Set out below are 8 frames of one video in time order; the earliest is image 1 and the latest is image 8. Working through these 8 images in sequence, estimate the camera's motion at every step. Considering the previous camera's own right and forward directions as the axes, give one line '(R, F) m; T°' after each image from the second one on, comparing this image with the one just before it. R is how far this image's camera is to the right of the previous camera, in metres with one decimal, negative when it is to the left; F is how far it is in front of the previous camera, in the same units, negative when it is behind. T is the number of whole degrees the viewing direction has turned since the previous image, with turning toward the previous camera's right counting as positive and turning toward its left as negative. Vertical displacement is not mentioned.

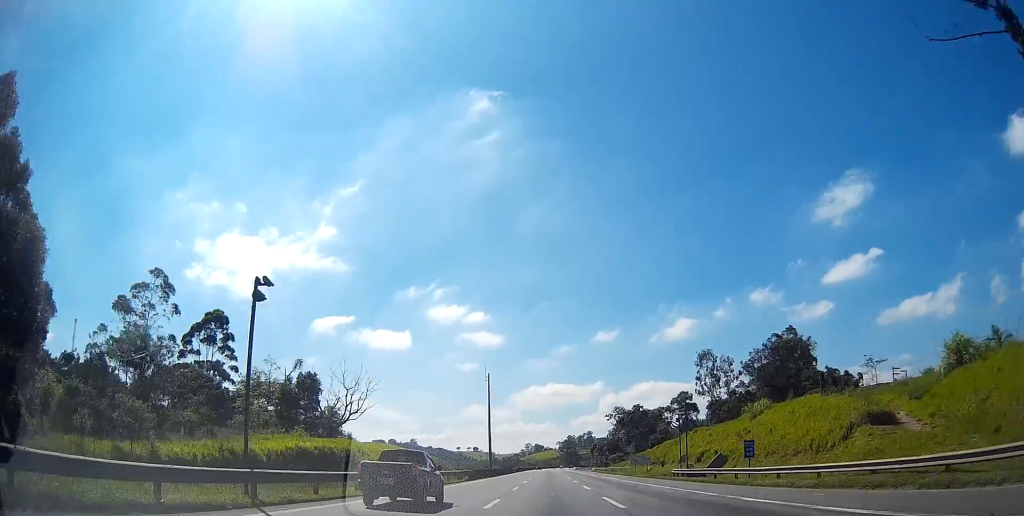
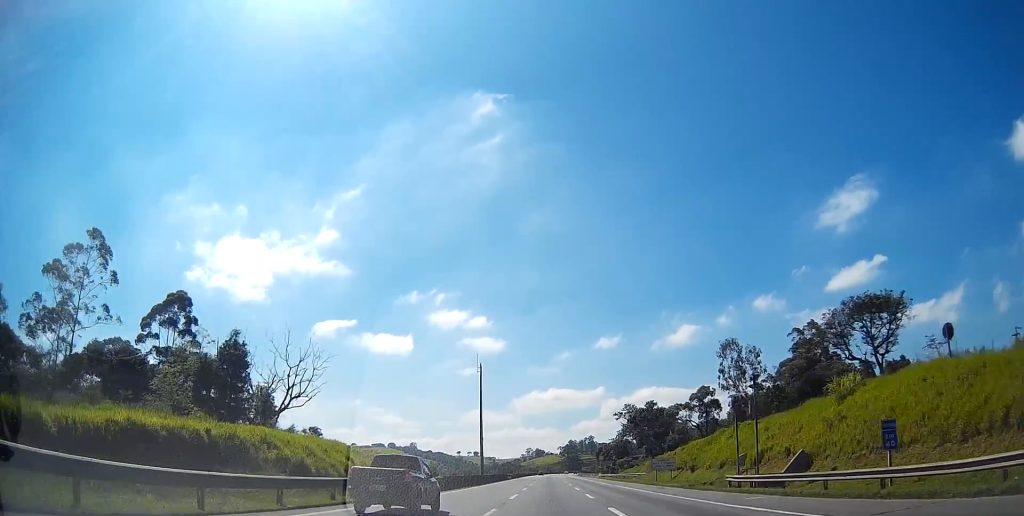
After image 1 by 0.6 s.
(-0.2, +14.6) m; 0°
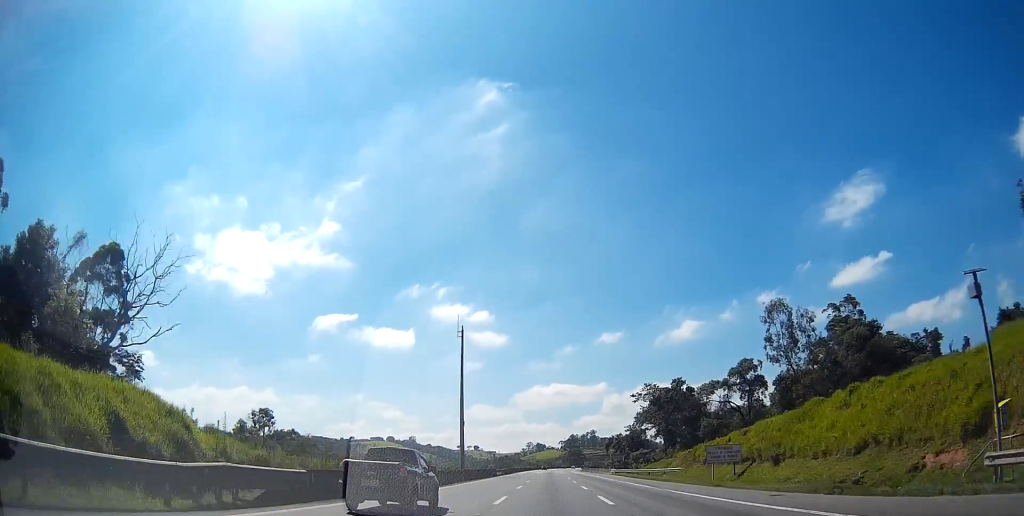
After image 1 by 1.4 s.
(0.0, +21.6) m; 0°
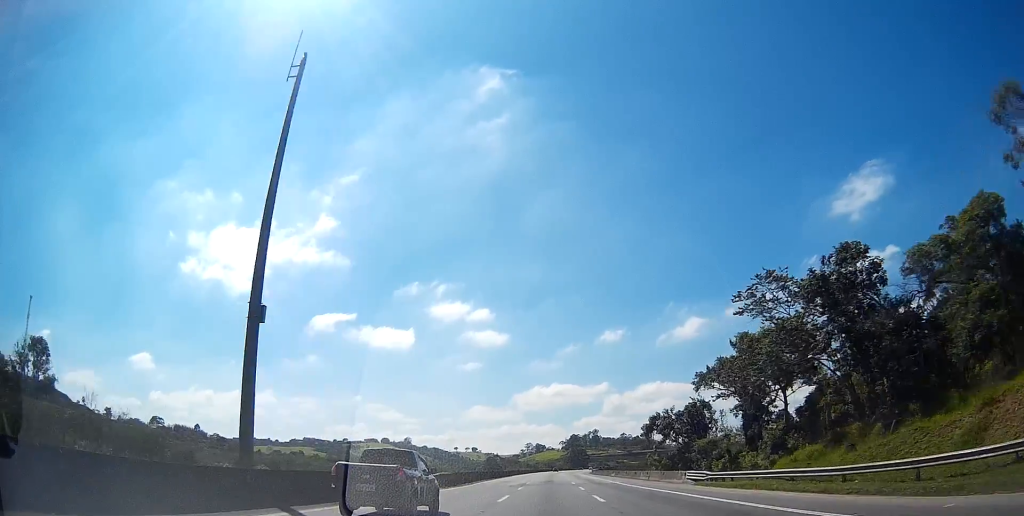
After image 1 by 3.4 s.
(+0.1, +51.1) m; 0°
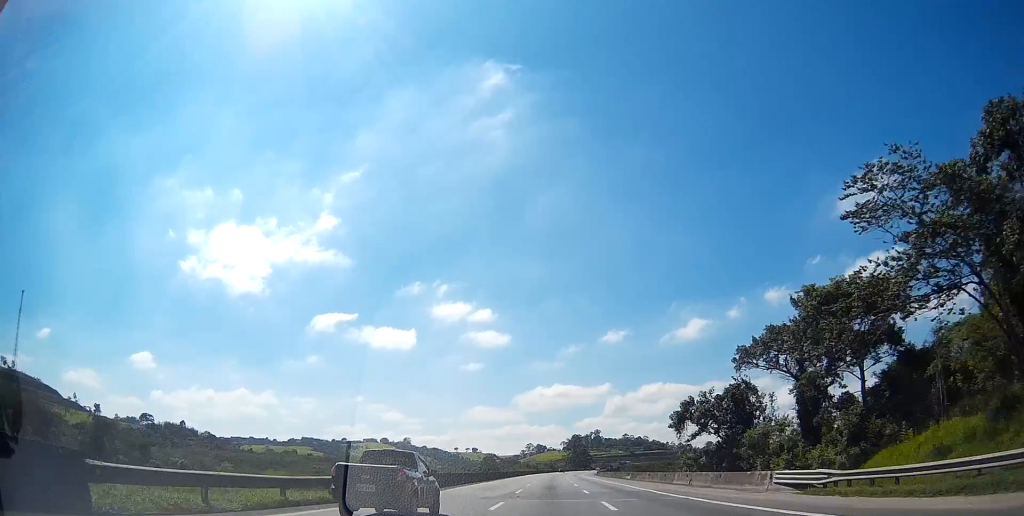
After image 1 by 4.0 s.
(0.0, +16.6) m; 0°
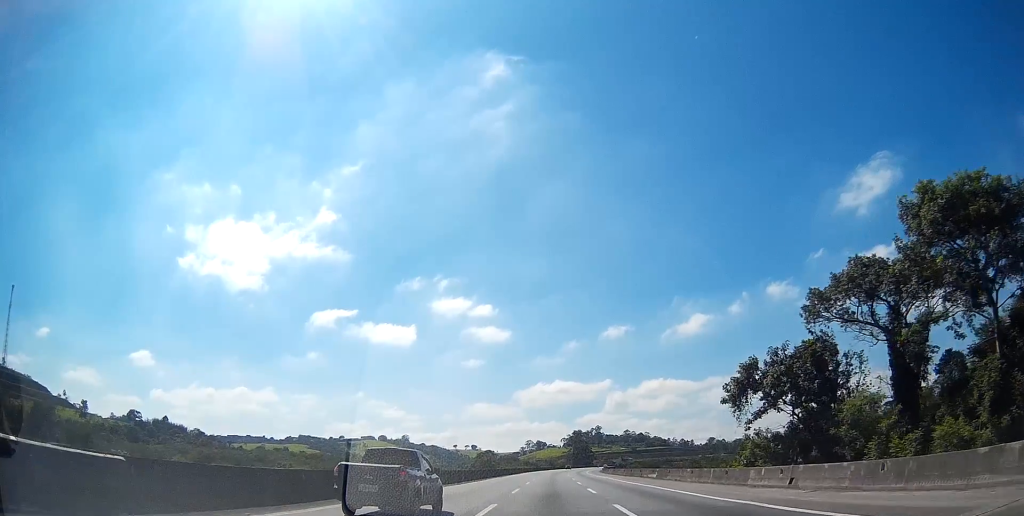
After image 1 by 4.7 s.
(+0.1, +17.5) m; 0°
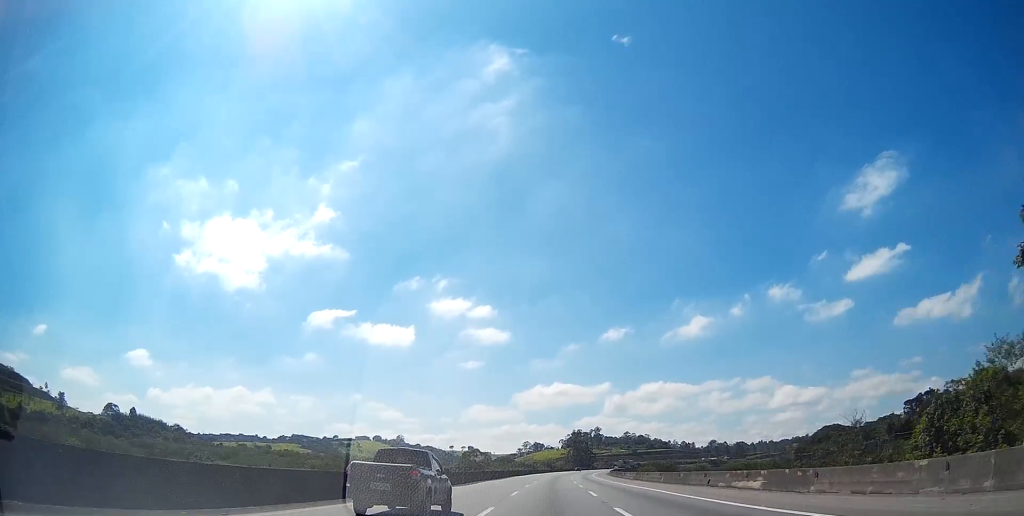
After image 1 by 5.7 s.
(-0.3, +28.5) m; 0°
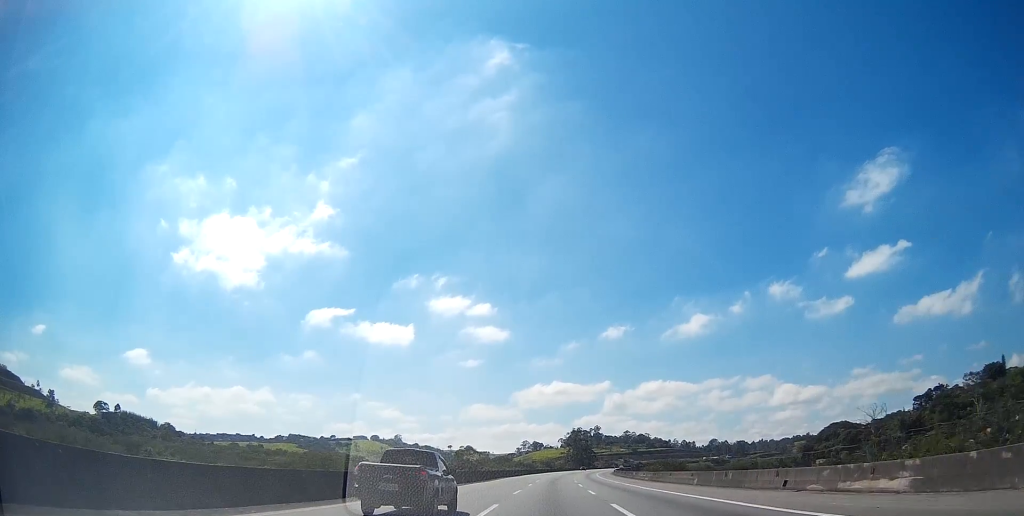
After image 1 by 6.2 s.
(+0.1, +12.8) m; 0°
